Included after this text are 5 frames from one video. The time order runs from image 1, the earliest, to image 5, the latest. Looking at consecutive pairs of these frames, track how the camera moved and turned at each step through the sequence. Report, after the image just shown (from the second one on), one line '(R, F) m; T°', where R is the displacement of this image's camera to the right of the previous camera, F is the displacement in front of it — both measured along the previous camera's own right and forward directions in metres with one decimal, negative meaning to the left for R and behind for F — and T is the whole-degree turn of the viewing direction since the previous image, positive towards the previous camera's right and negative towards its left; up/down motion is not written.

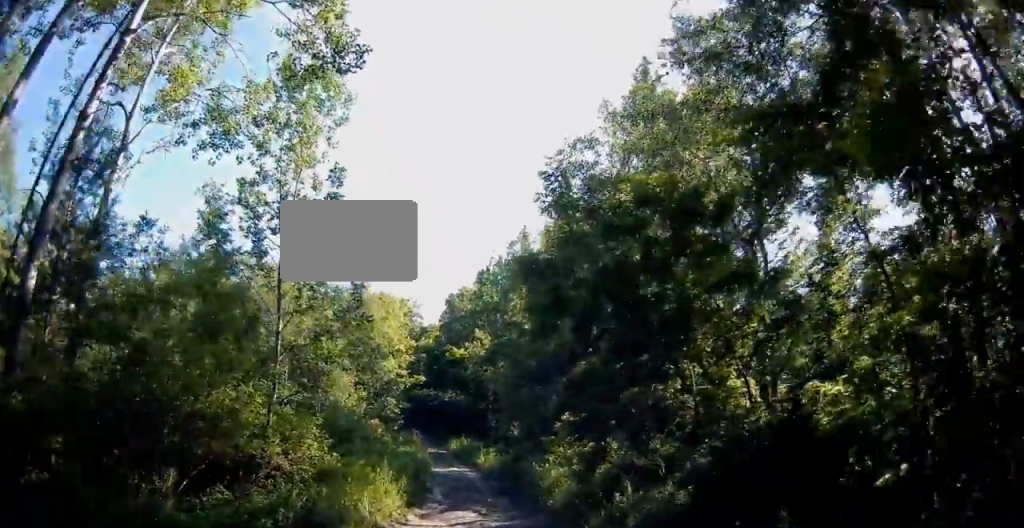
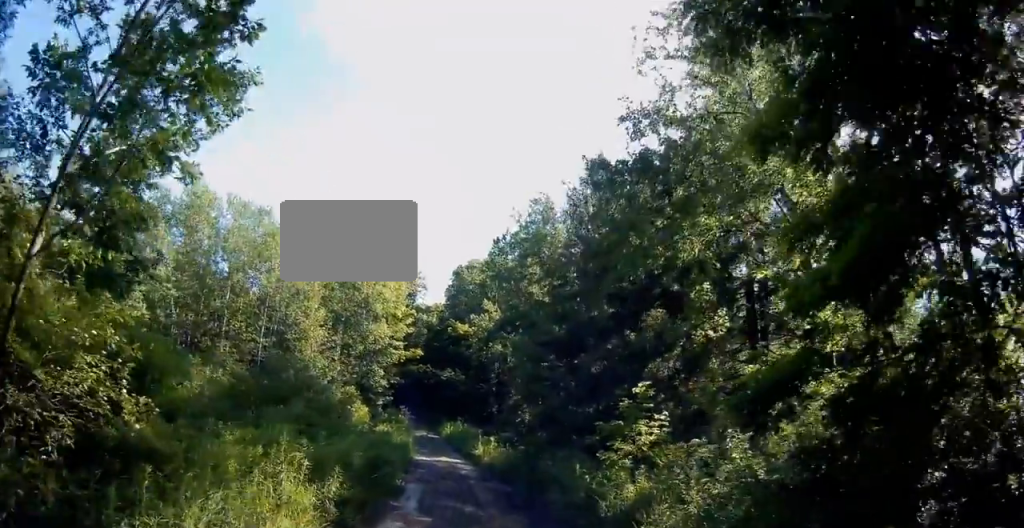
(+0.4, +7.1) m; +5°
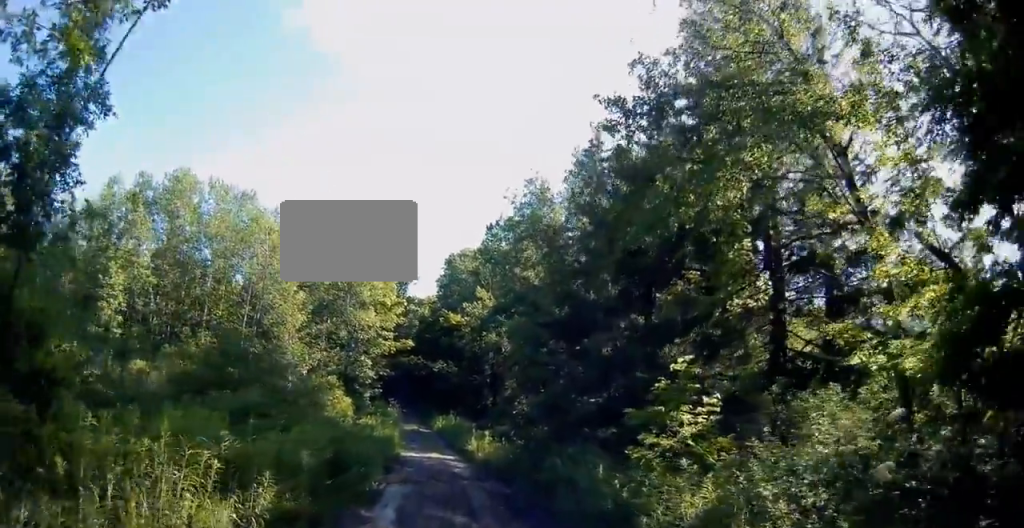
(0.0, +2.3) m; +1°
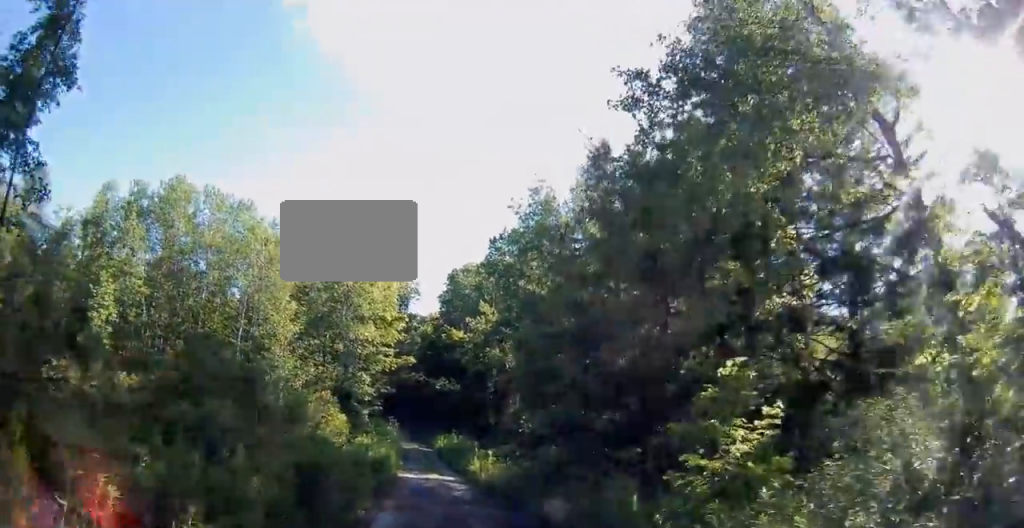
(0.0, +1.6) m; -1°
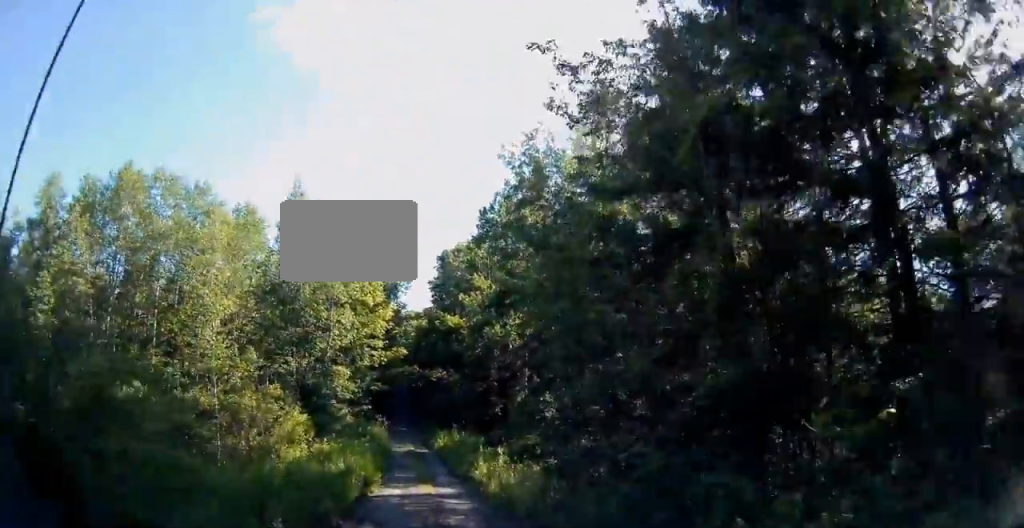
(-0.2, +7.7) m; 0°
